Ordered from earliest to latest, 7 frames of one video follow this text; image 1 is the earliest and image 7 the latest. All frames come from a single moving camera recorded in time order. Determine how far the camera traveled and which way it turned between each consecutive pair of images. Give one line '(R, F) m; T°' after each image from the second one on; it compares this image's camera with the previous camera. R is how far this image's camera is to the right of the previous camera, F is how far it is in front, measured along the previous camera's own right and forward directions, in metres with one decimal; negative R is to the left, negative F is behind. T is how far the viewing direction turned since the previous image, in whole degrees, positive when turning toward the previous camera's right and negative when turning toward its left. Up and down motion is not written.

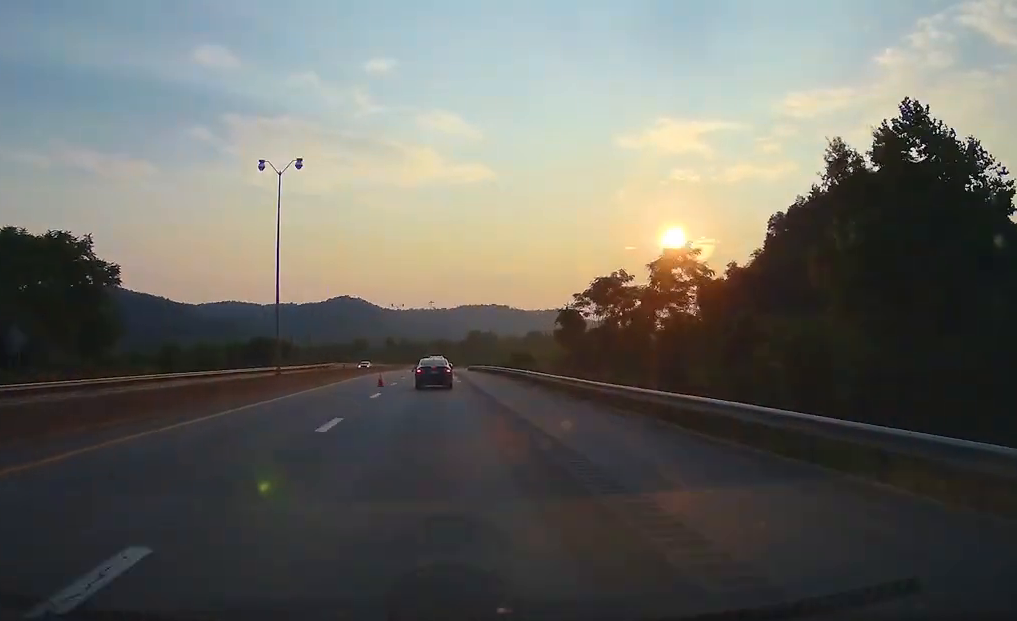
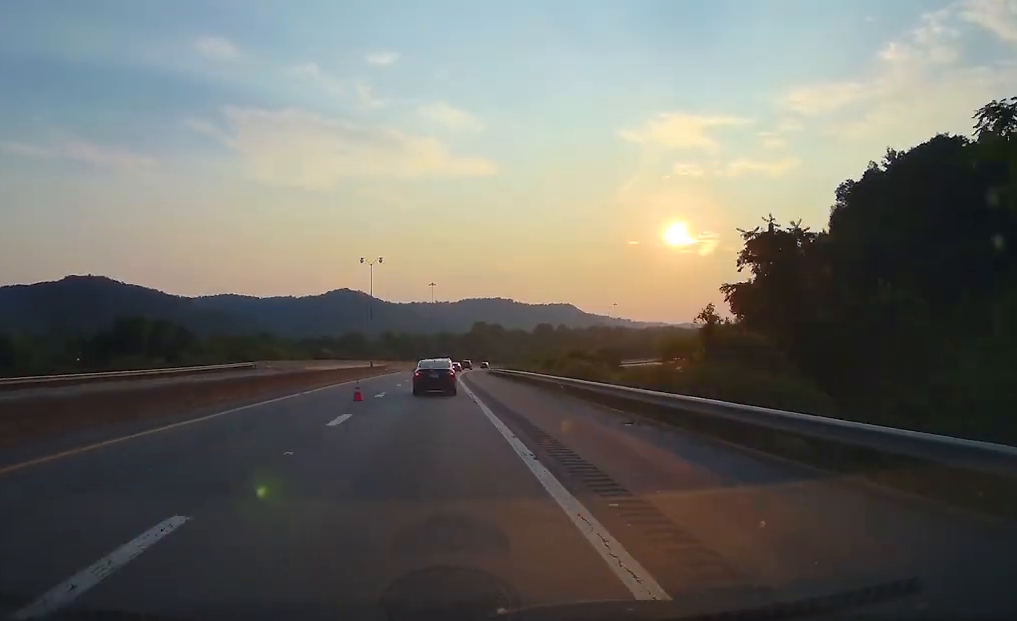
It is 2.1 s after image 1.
(-0.7, +56.8) m; +1°
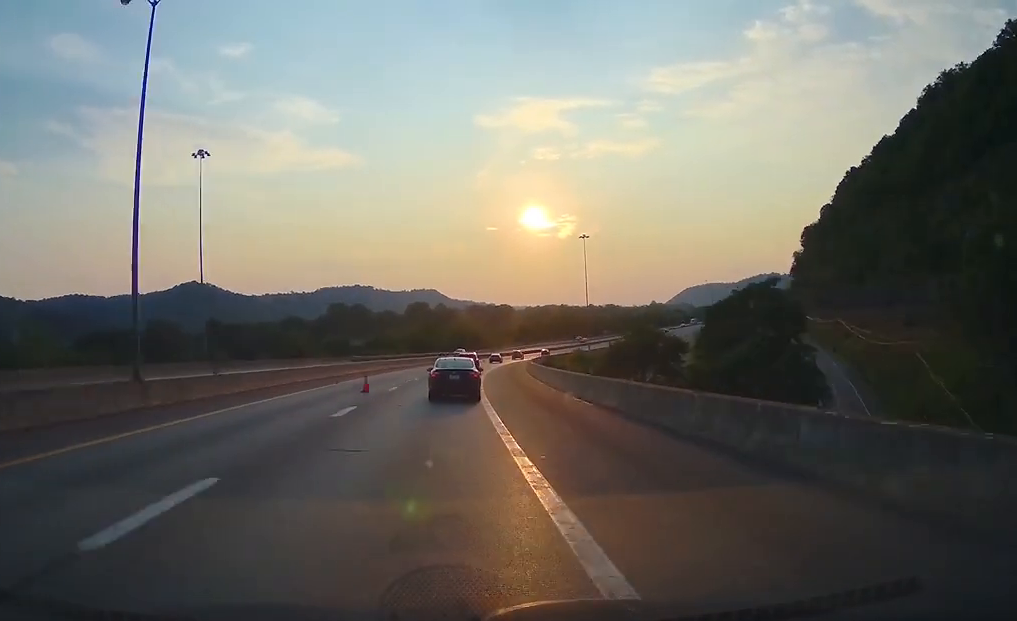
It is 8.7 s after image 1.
(+18.0, +172.4) m; +14°
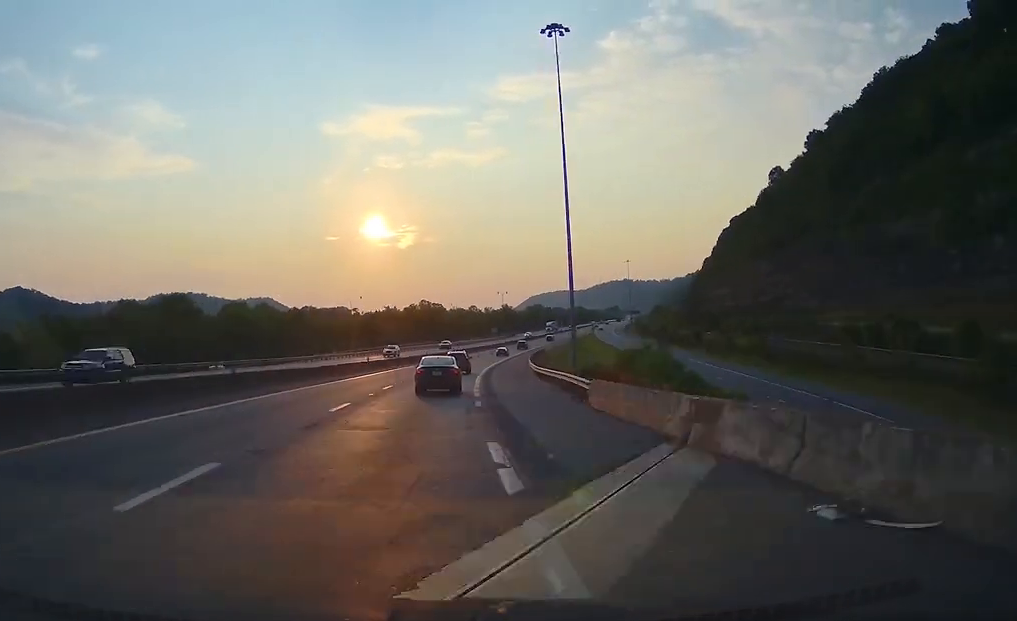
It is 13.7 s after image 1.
(+13.6, +135.8) m; +13°
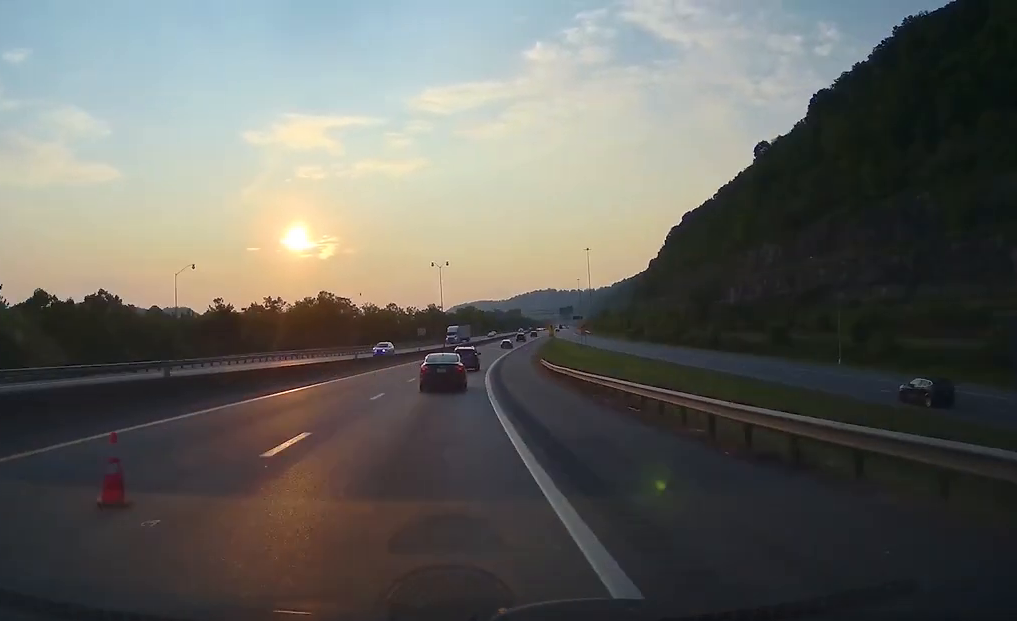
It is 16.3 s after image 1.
(+6.4, +69.6) m; +6°
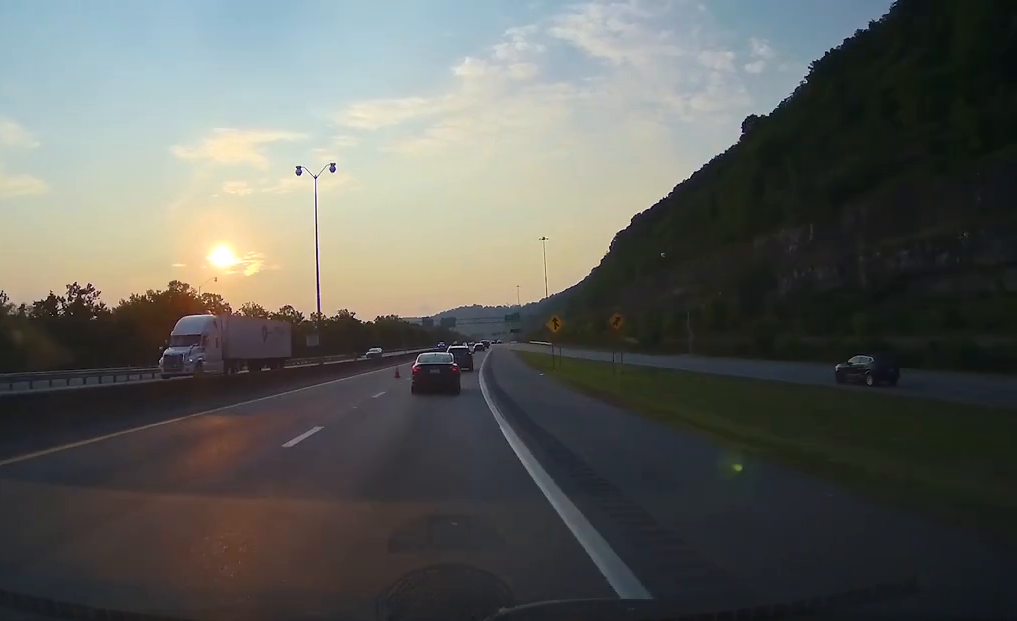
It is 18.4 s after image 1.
(+1.9, +59.1) m; +4°
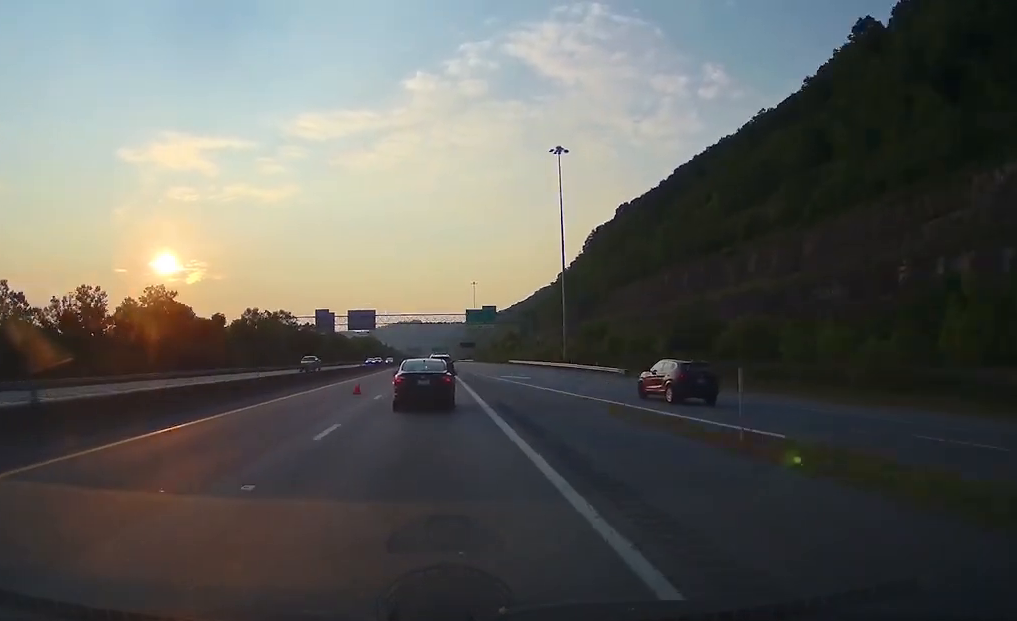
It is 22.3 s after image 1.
(+5.4, +108.1) m; +3°
